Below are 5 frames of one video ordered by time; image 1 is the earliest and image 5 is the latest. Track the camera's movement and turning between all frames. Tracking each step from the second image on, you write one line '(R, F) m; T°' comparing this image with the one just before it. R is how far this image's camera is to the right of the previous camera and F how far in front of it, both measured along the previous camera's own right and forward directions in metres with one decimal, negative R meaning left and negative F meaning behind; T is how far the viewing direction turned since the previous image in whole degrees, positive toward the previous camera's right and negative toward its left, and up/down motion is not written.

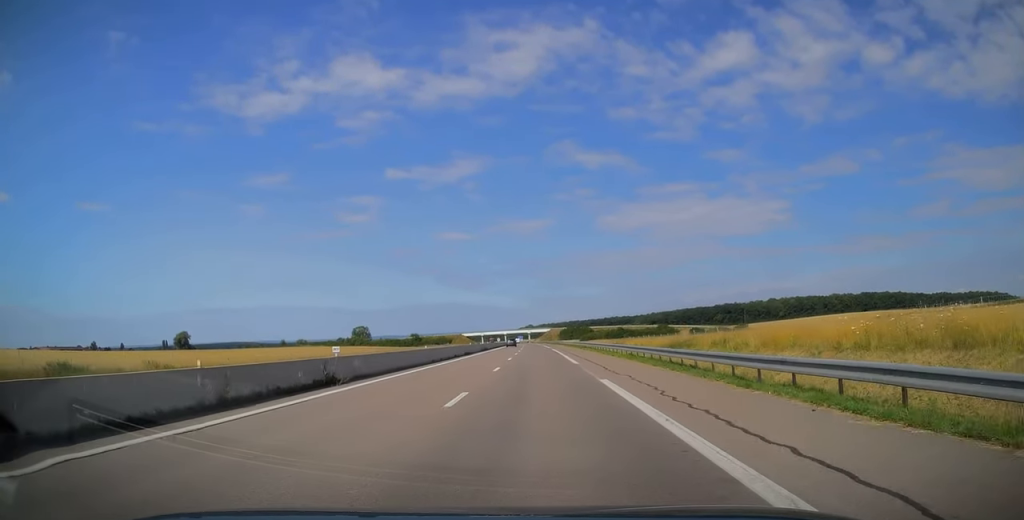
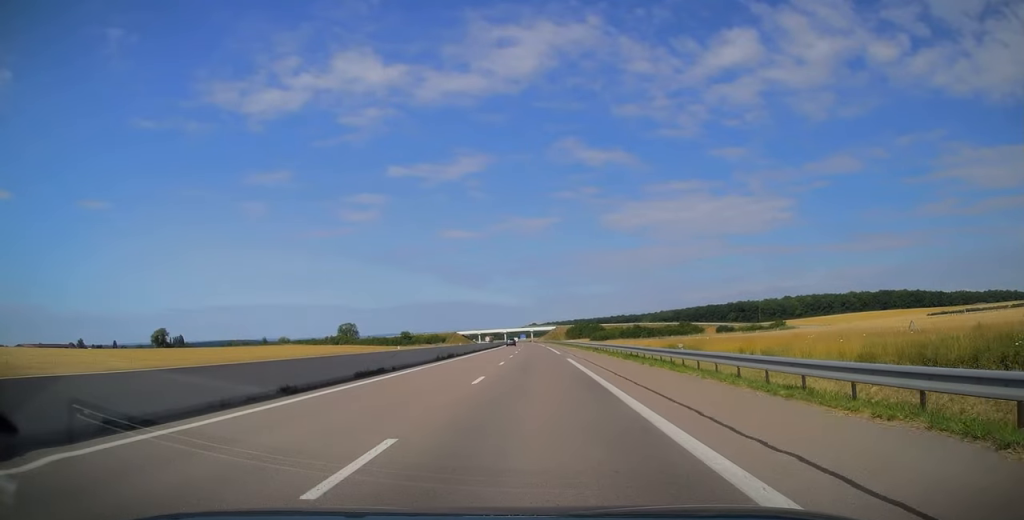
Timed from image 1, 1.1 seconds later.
(0.0, +34.2) m; 0°
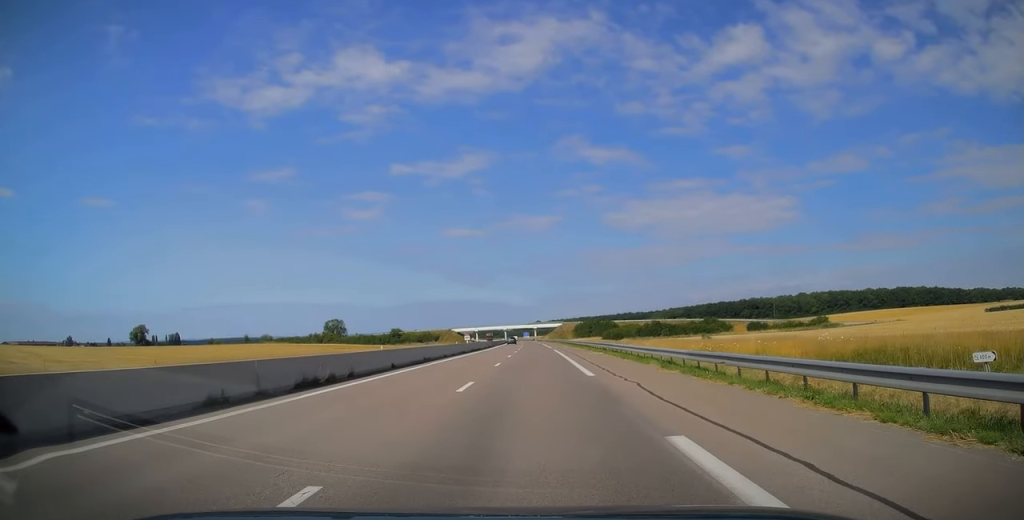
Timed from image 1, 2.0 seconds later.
(+0.2, +26.1) m; 0°
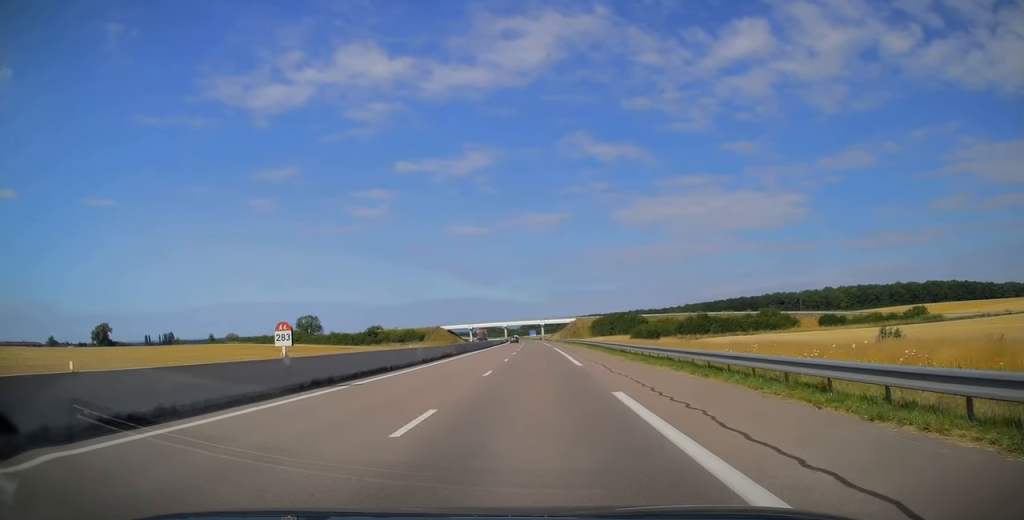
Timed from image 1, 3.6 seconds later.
(-0.6, +43.1) m; -1°
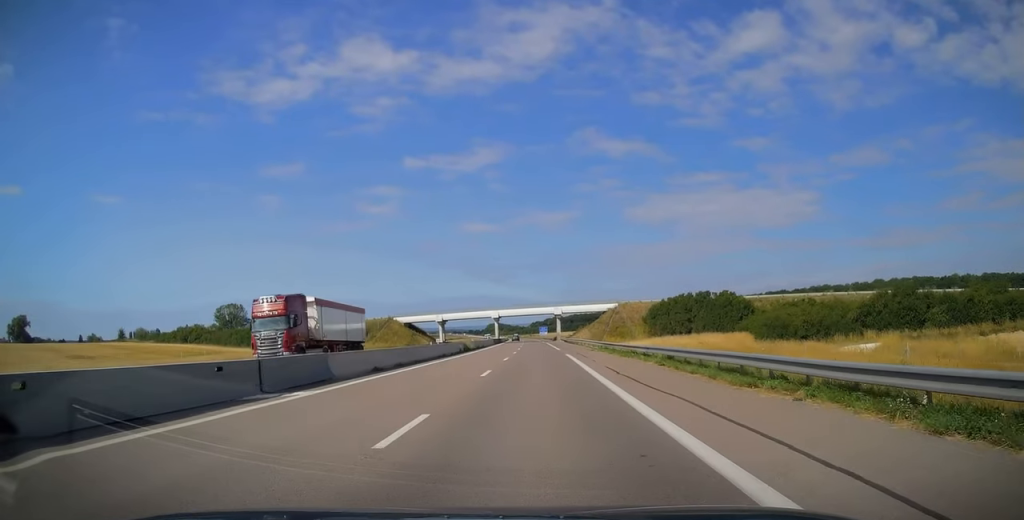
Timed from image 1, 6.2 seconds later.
(-0.5, +79.3) m; -1°
